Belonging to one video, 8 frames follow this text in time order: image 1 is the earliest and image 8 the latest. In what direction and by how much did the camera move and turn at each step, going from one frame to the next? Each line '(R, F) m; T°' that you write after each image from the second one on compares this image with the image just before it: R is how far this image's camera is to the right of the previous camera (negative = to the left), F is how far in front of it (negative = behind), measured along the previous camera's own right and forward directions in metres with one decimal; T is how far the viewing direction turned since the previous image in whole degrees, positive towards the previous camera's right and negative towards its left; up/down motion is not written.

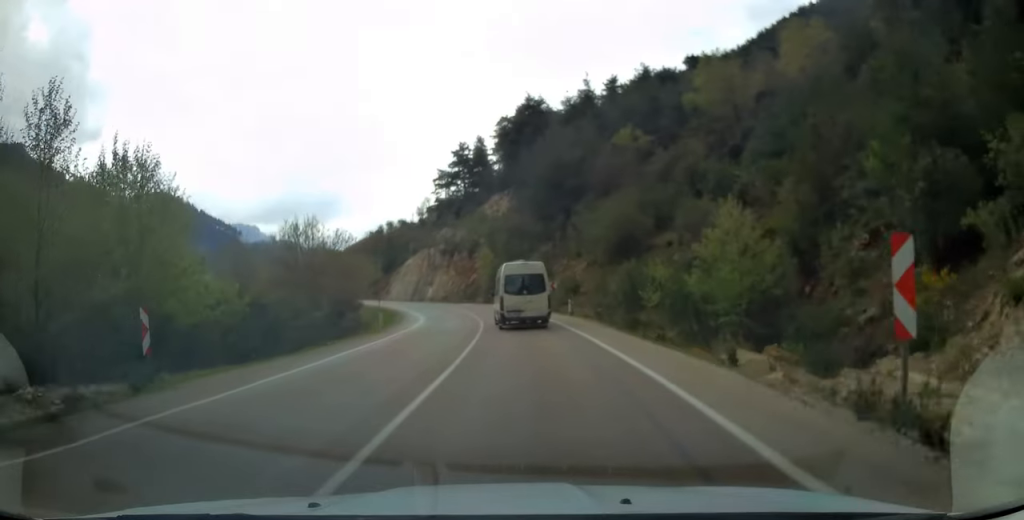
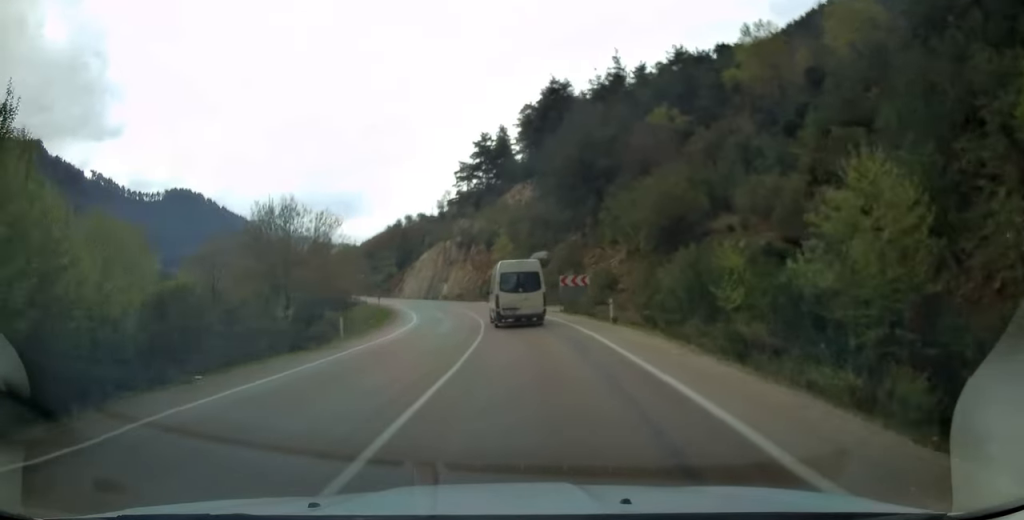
(-0.2, +10.8) m; -3°
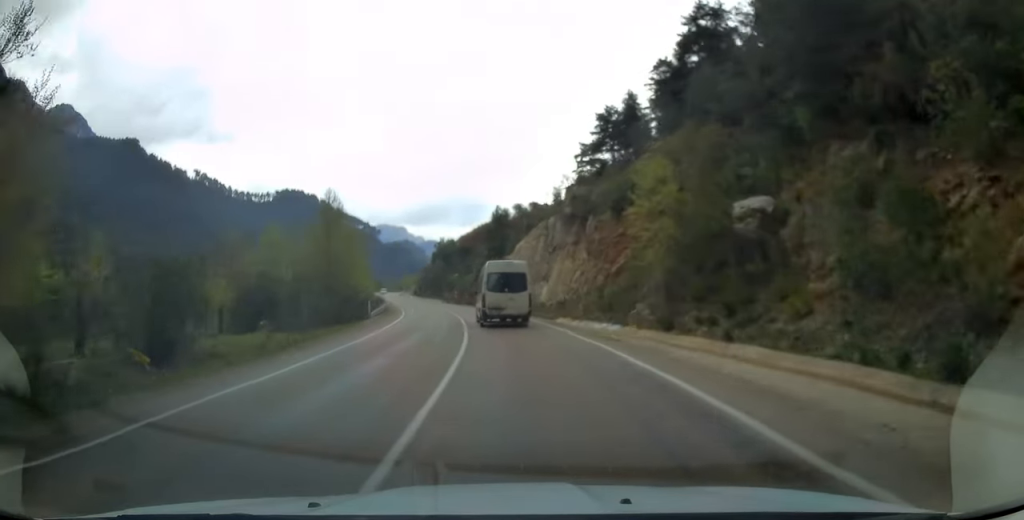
(-3.6, +41.5) m; -10°
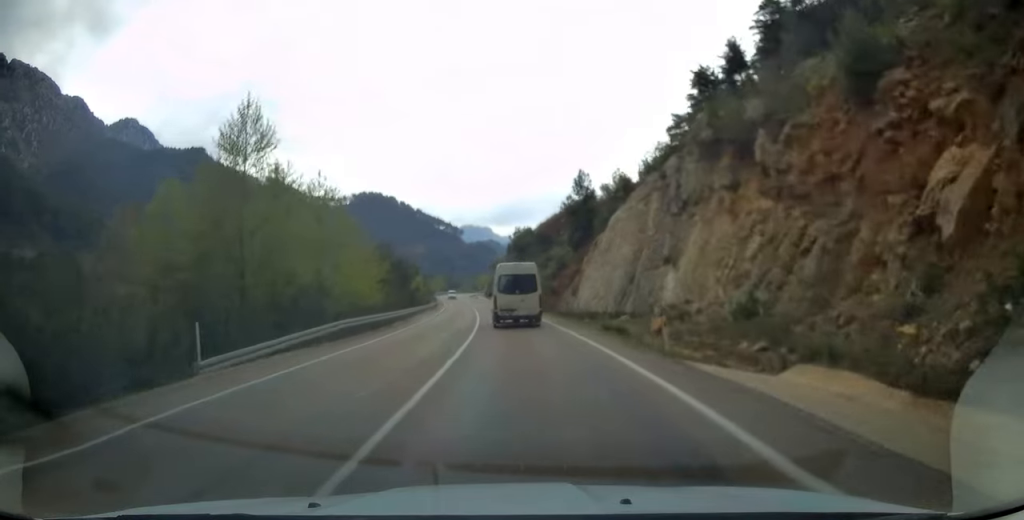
(-2.0, +27.8) m; -8°
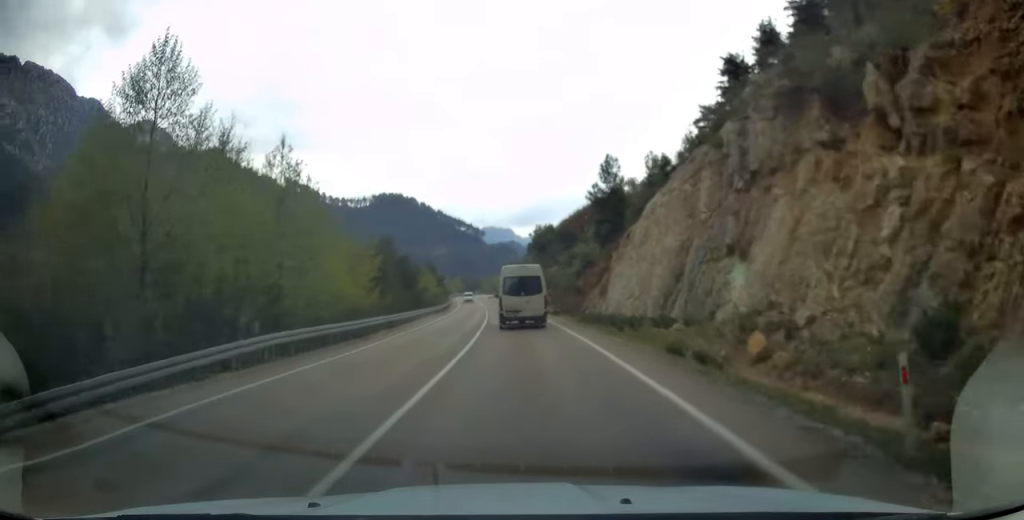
(-0.3, +8.8) m; -2°
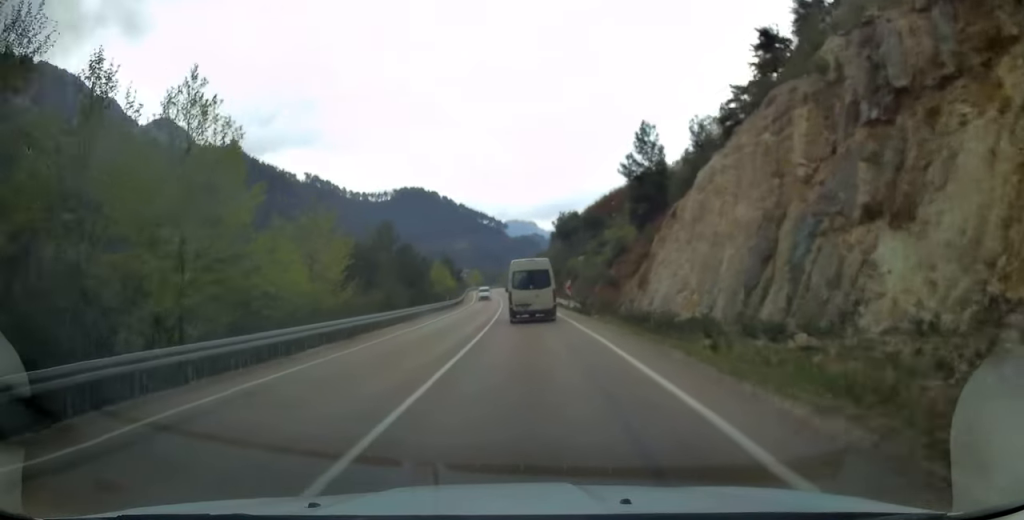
(-0.2, +10.5) m; -2°
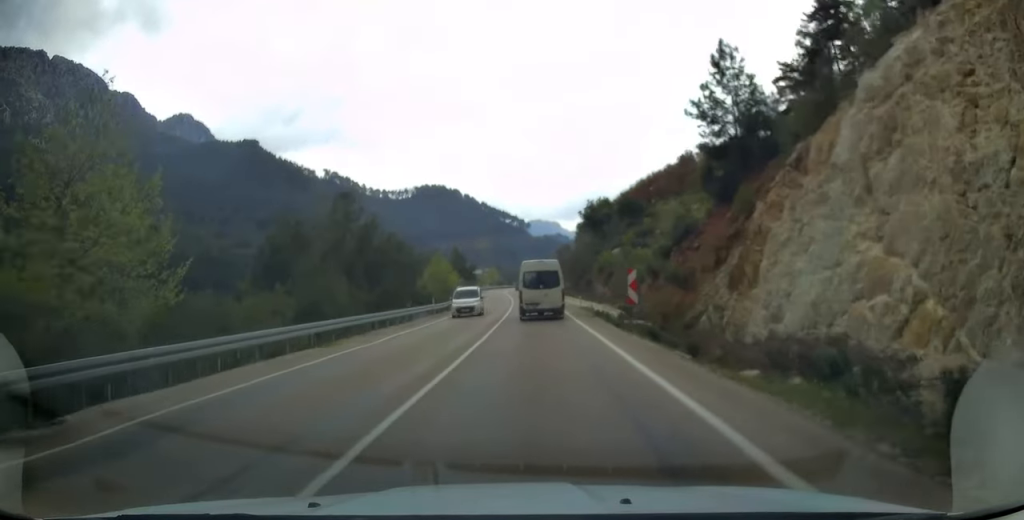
(-0.4, +19.2) m; -2°
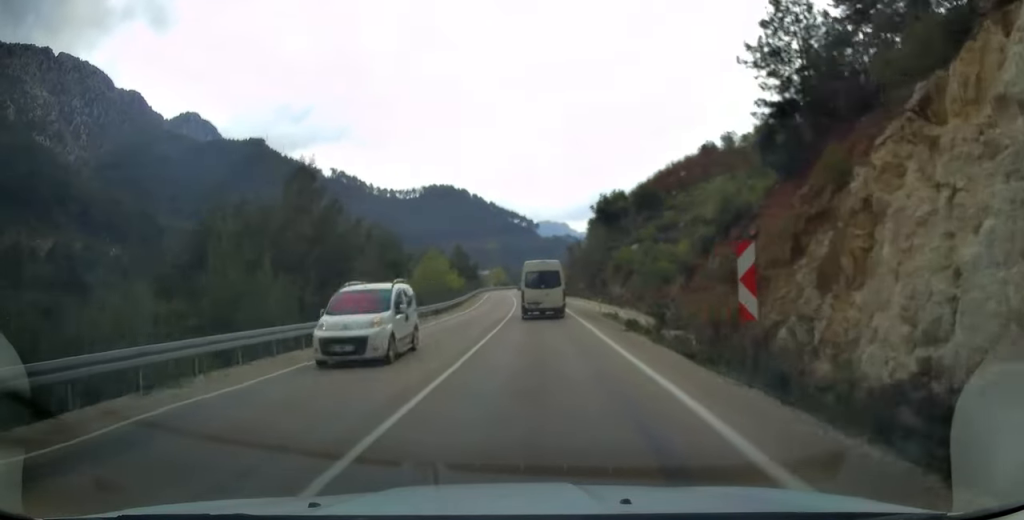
(-0.1, +9.2) m; -1°
